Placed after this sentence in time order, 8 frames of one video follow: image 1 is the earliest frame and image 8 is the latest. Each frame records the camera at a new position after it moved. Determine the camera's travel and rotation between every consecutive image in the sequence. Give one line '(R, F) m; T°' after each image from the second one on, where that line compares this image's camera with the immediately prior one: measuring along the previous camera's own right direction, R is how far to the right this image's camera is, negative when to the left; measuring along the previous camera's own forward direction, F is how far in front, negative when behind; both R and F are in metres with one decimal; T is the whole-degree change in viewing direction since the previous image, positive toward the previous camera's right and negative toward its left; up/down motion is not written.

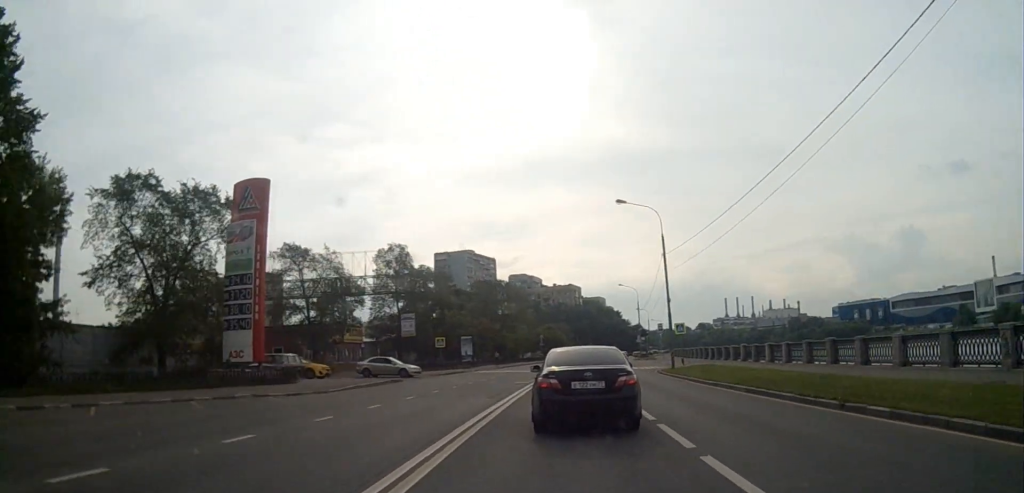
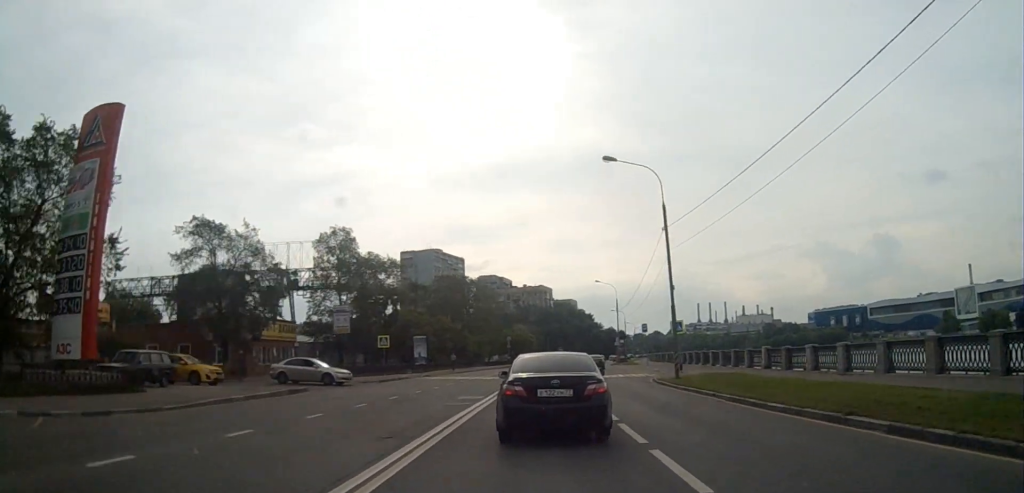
(0.0, +10.2) m; 0°
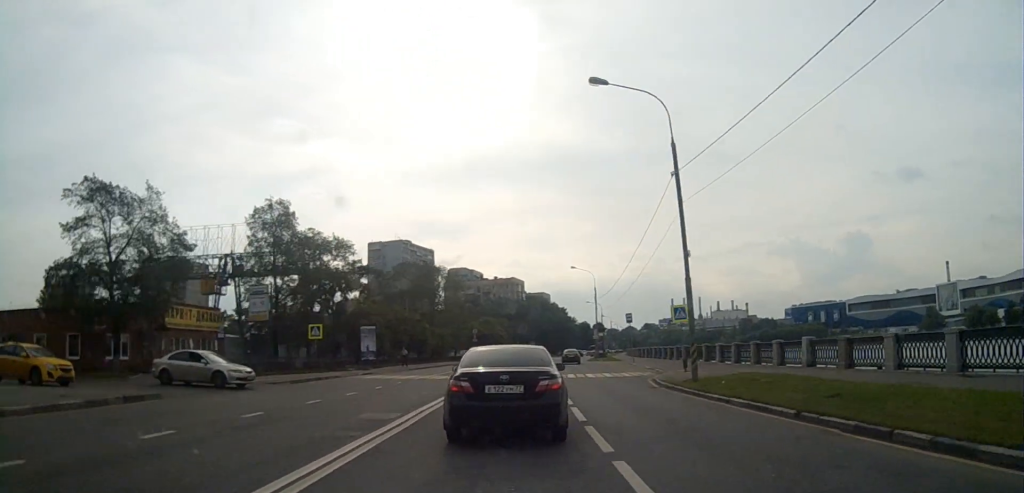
(0.0, +9.0) m; 0°
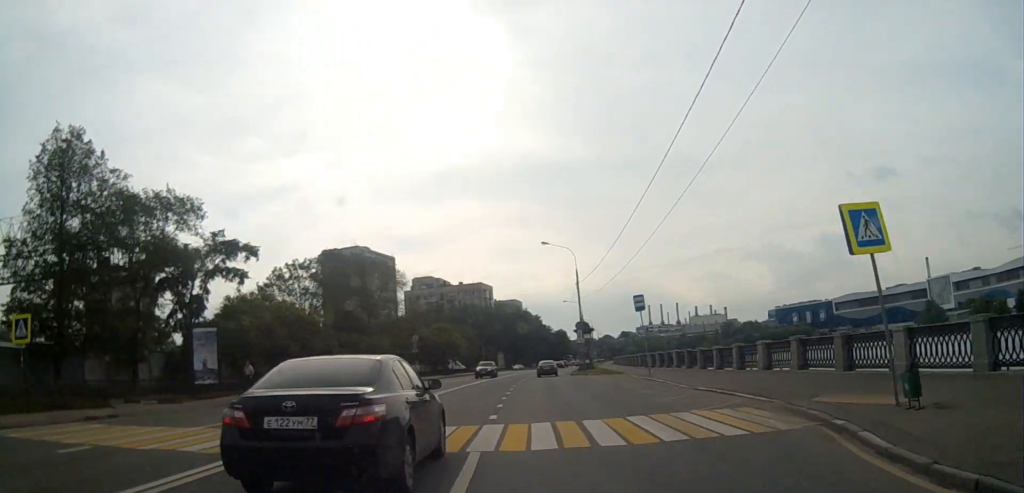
(+0.2, +21.8) m; +3°
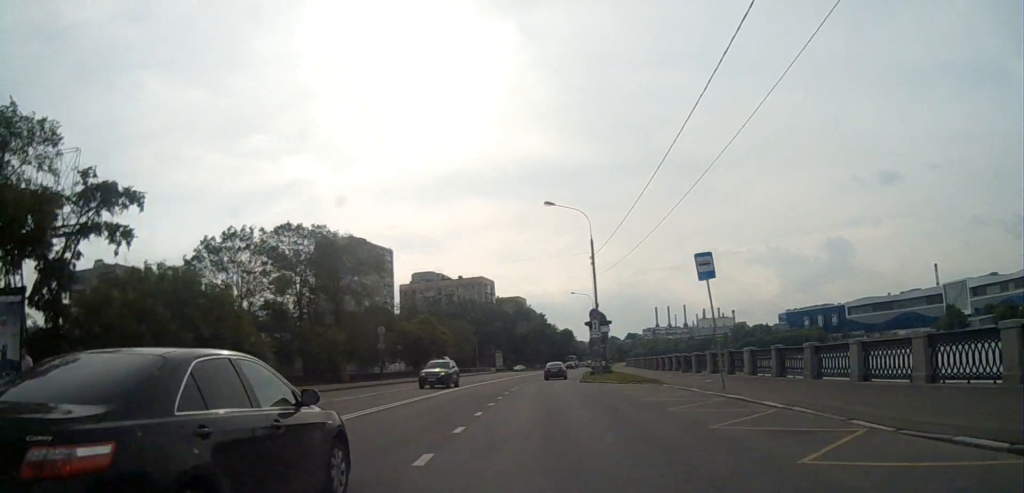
(+0.7, +14.1) m; +1°
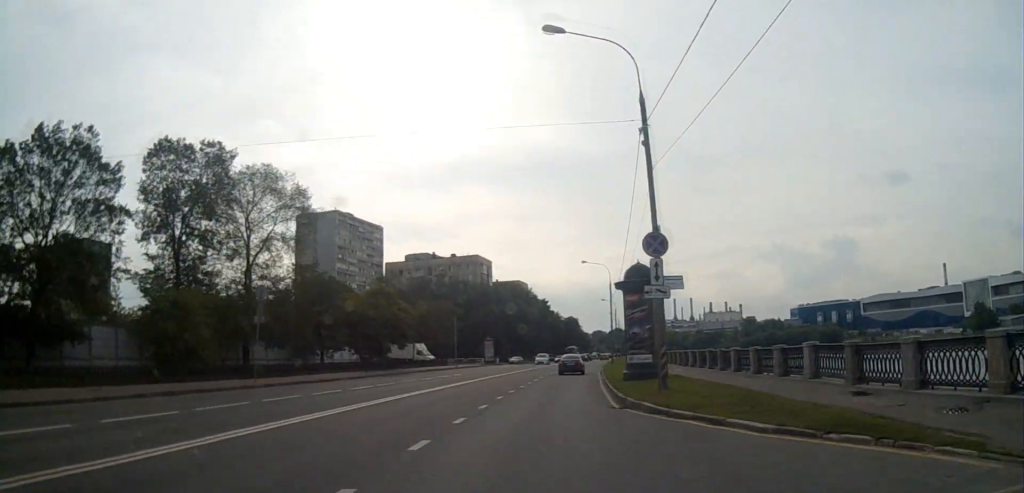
(+0.1, +22.1) m; +1°
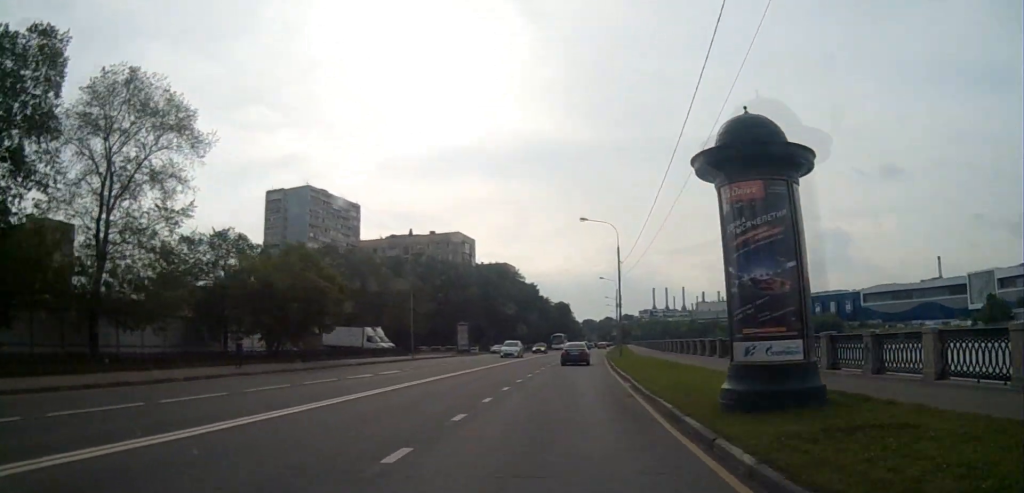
(0.0, +17.4) m; +1°
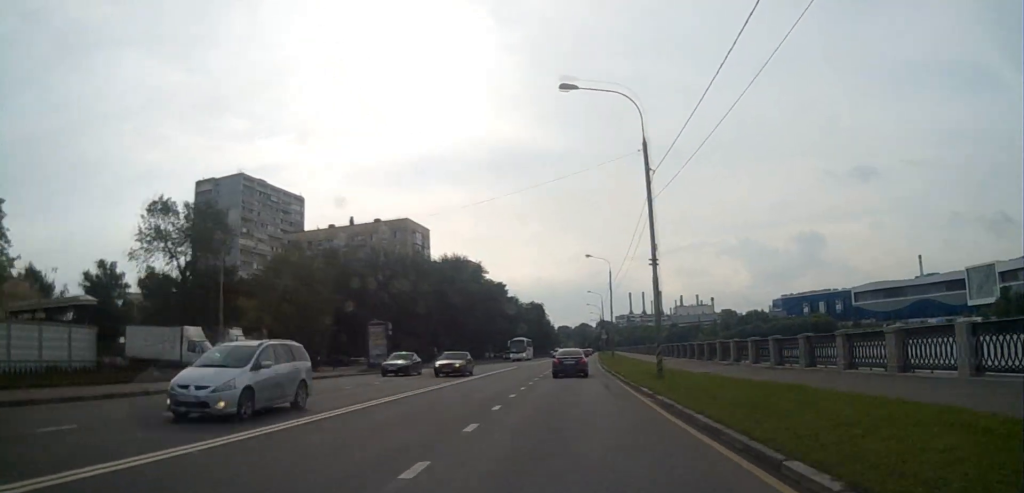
(+0.5, +28.6) m; +2°
